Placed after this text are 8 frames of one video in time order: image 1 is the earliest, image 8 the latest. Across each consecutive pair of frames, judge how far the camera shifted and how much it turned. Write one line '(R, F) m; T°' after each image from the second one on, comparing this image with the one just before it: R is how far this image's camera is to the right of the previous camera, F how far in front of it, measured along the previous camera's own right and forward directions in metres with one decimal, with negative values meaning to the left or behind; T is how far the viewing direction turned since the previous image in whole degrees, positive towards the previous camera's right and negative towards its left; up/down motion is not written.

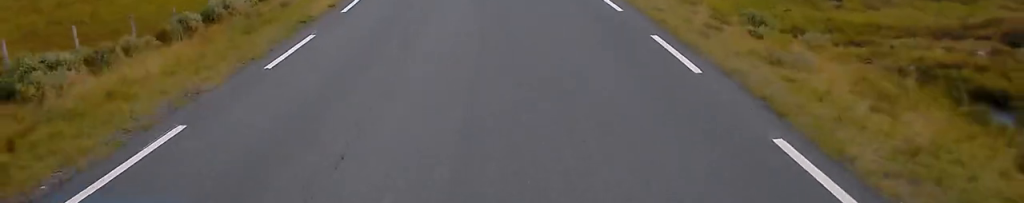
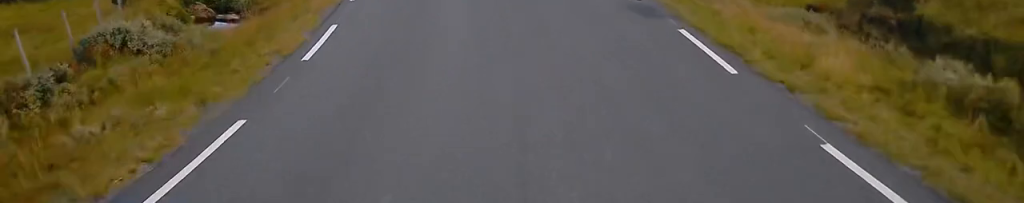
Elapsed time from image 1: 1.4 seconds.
(-0.6, +23.6) m; -4°
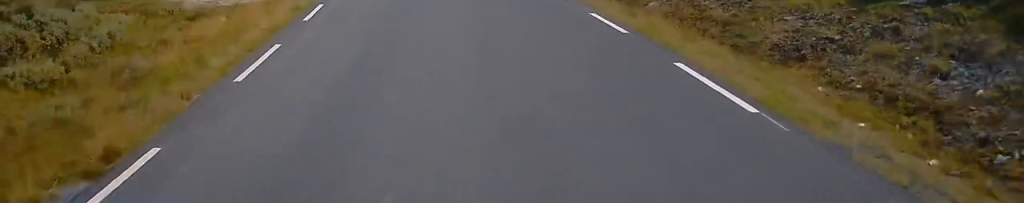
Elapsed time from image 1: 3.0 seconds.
(-1.7, +24.9) m; -7°
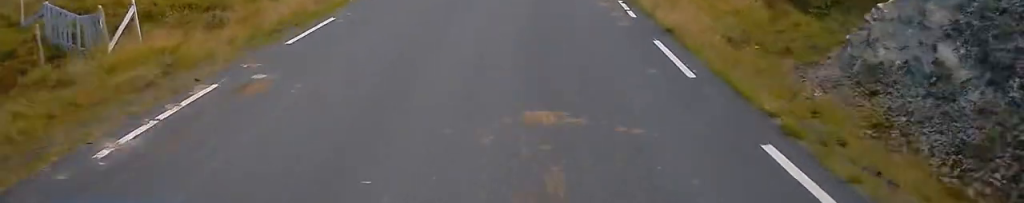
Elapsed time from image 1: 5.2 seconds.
(-2.0, +33.6) m; -8°
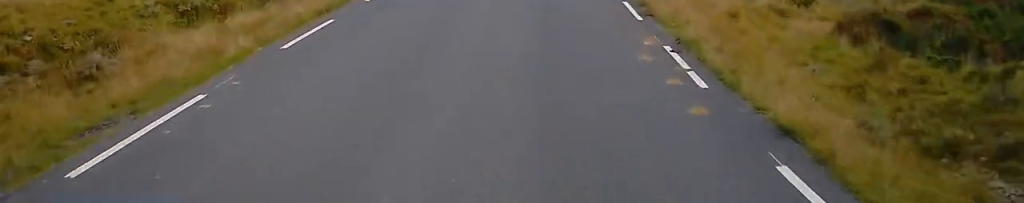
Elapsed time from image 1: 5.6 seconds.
(-0.2, +6.6) m; -2°
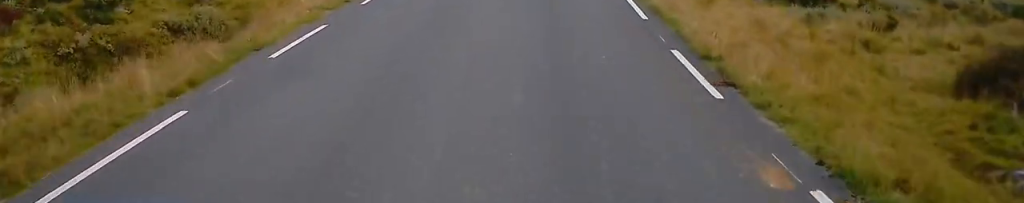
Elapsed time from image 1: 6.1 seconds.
(0.0, +6.7) m; 0°
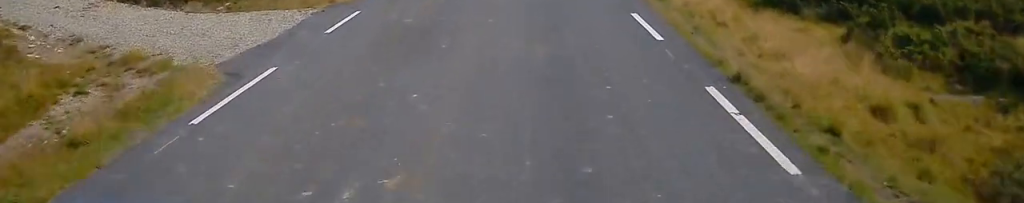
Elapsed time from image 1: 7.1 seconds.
(+0.1, +14.9) m; +1°
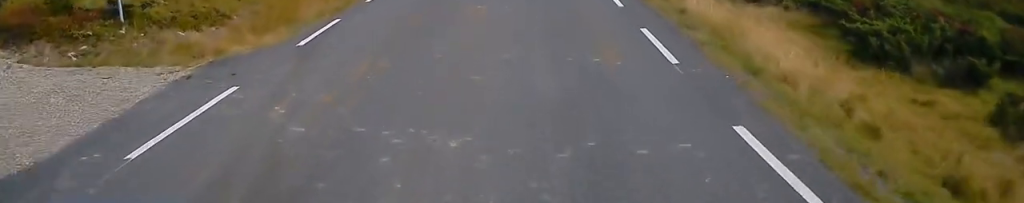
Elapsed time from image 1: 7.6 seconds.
(-0.1, +7.6) m; +1°
